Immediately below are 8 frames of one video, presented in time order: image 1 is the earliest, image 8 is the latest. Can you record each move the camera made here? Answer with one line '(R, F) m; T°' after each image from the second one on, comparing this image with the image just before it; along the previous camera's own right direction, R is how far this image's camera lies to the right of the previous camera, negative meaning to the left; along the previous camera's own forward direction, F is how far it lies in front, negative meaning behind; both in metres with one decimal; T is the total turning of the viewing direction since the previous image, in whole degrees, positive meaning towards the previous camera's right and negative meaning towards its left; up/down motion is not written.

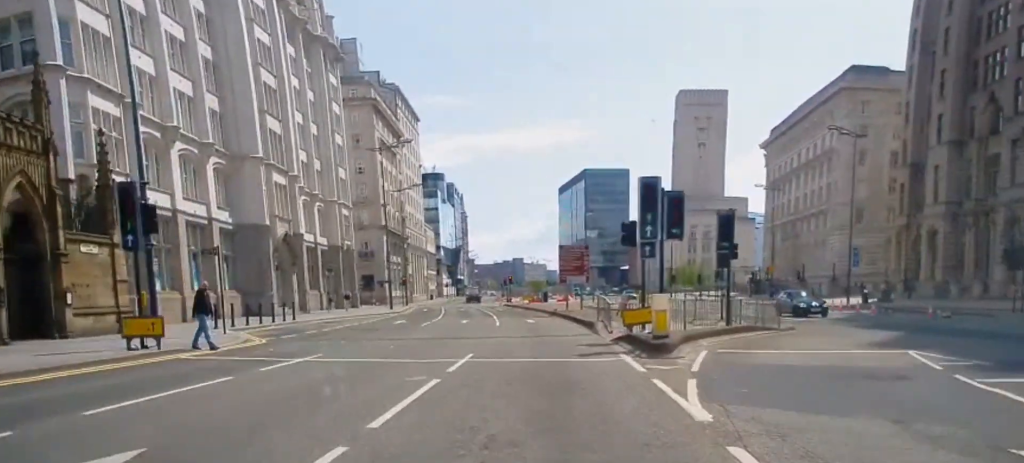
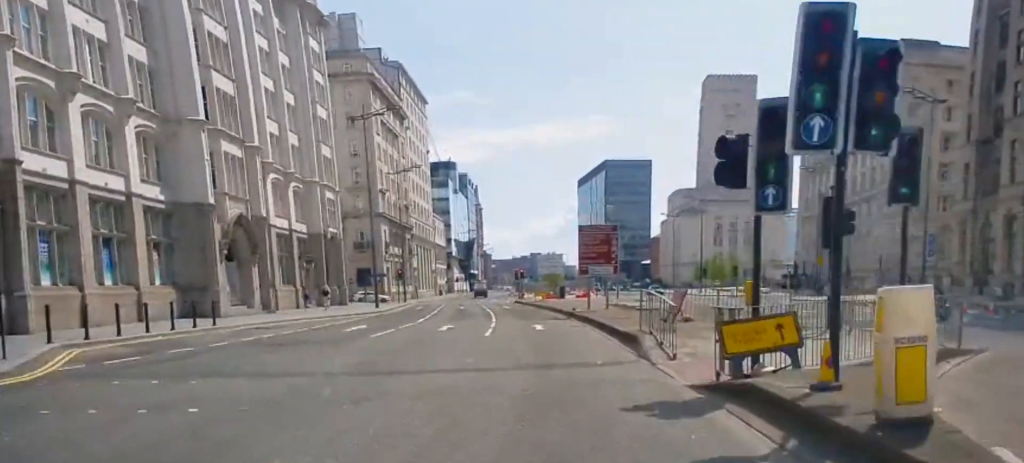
(-0.3, +11.9) m; -3°
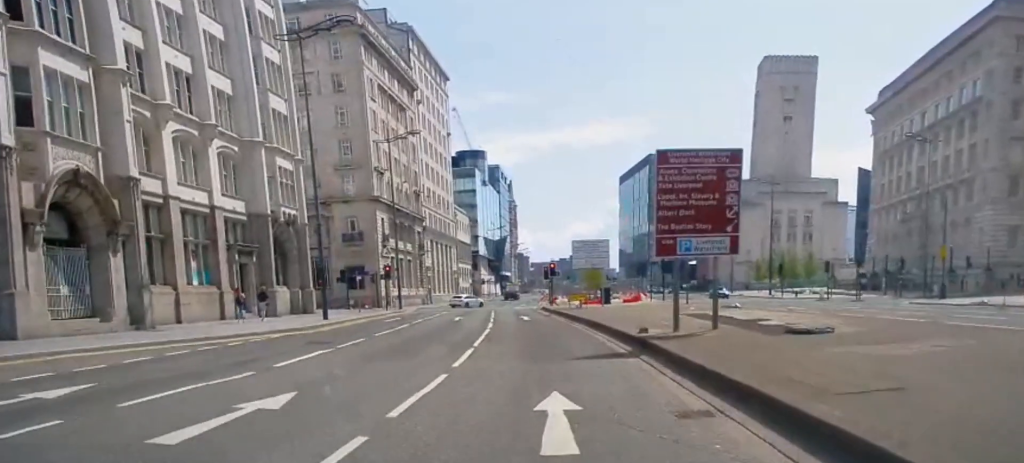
(-0.1, +20.7) m; -1°
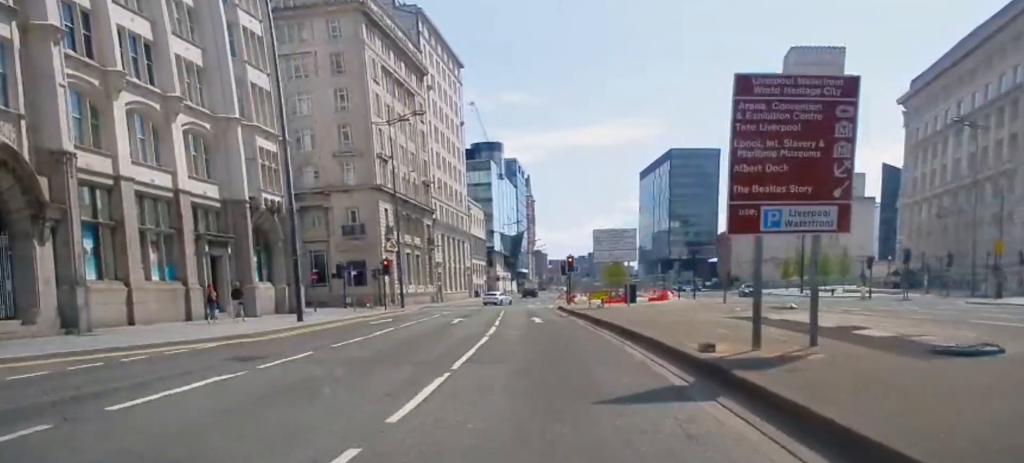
(-0.2, +6.3) m; -2°
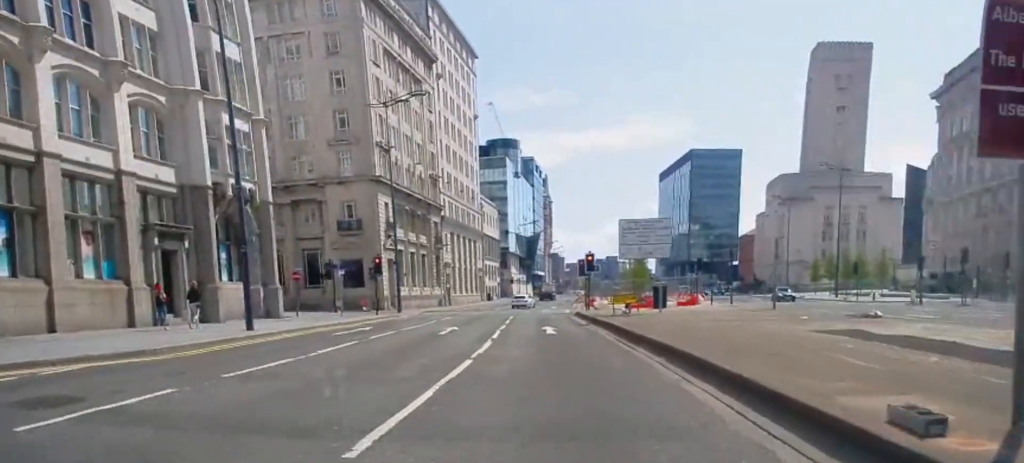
(-0.2, +7.4) m; -1°
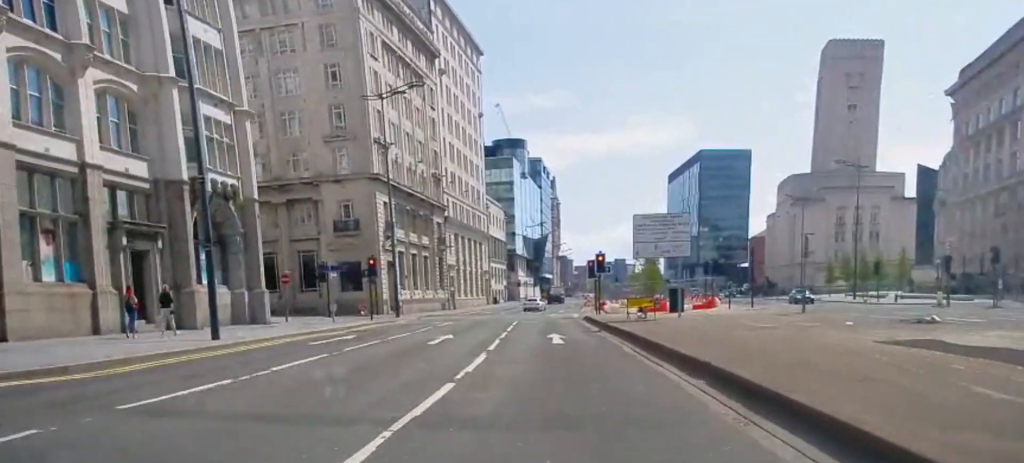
(-0.1, +3.5) m; 0°
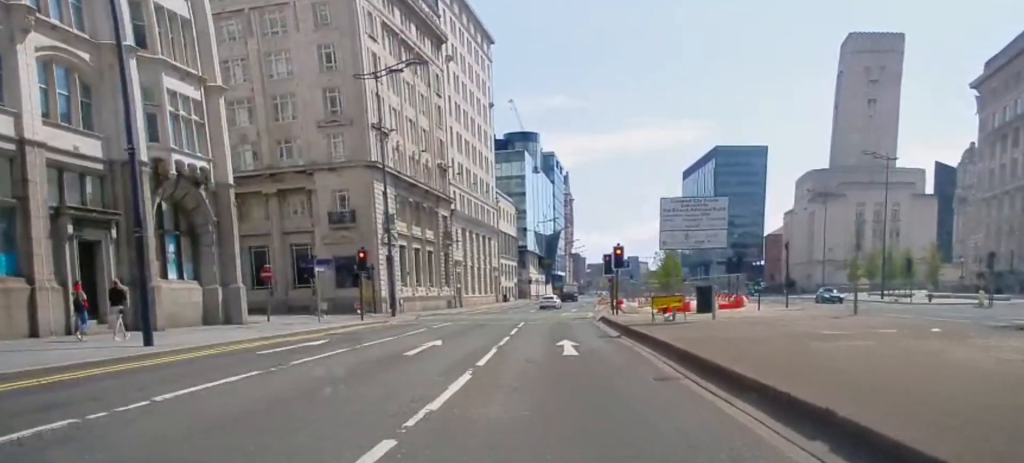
(+0.1, +4.7) m; -1°
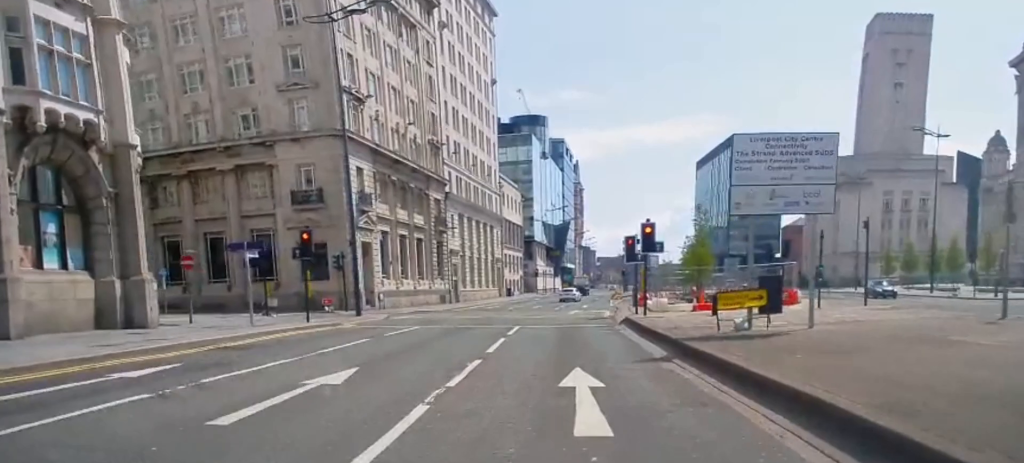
(-0.2, +10.1) m; -2°
